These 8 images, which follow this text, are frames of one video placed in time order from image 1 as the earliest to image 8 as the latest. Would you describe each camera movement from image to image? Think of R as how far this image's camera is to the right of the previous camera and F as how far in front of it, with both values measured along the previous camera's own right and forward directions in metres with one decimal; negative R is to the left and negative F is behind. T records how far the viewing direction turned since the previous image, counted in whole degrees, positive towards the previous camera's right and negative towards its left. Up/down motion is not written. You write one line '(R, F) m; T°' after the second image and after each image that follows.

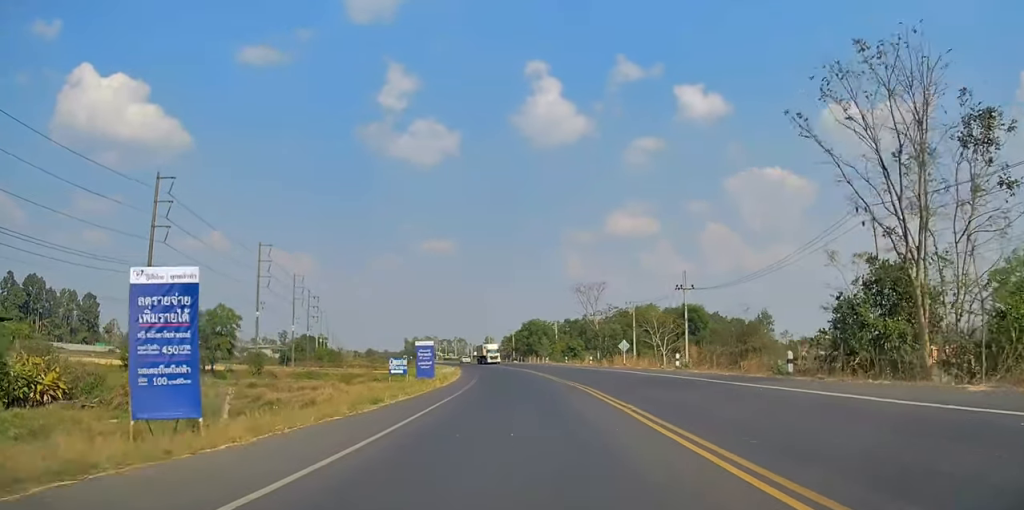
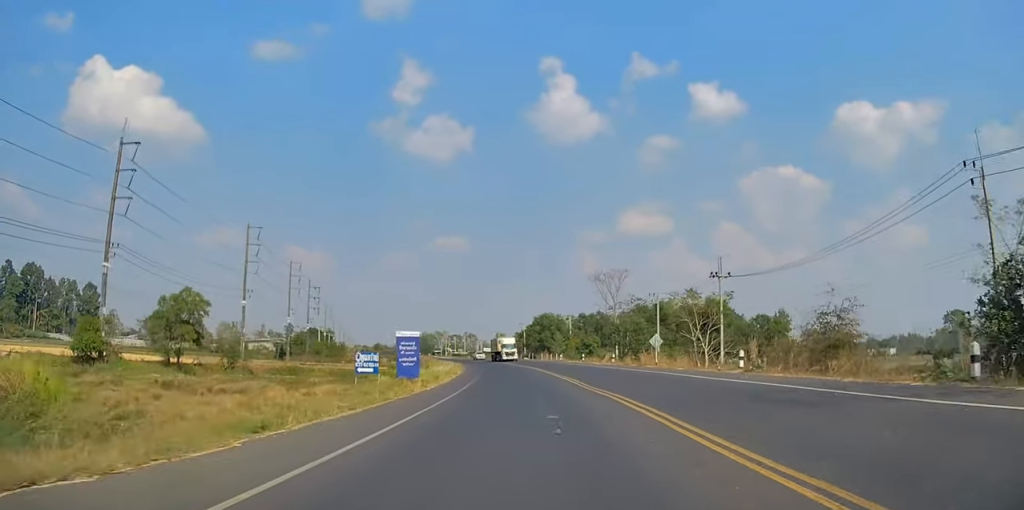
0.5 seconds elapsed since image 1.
(0.0, +9.8) m; -1°
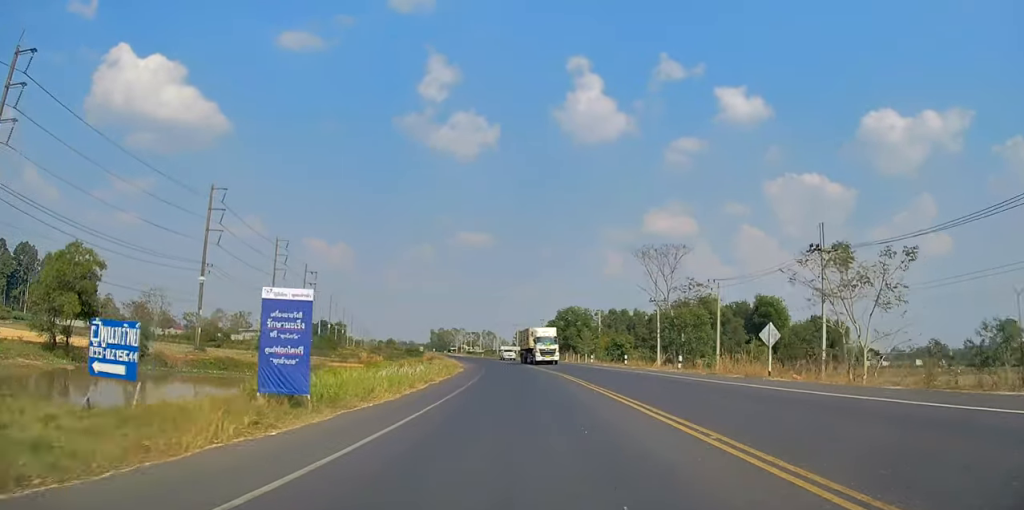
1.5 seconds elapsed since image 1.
(-0.2, +19.1) m; -1°
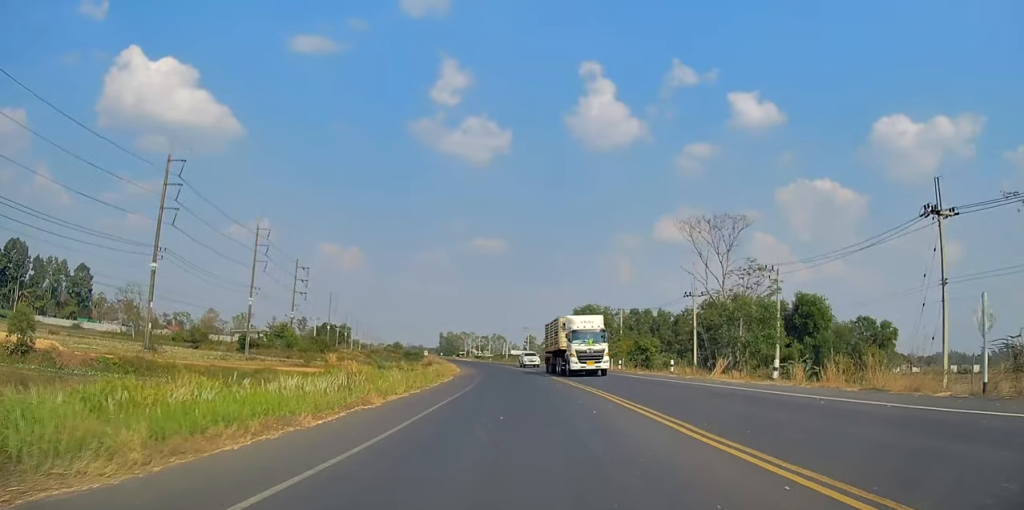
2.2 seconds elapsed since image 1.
(-0.1, +13.6) m; -1°
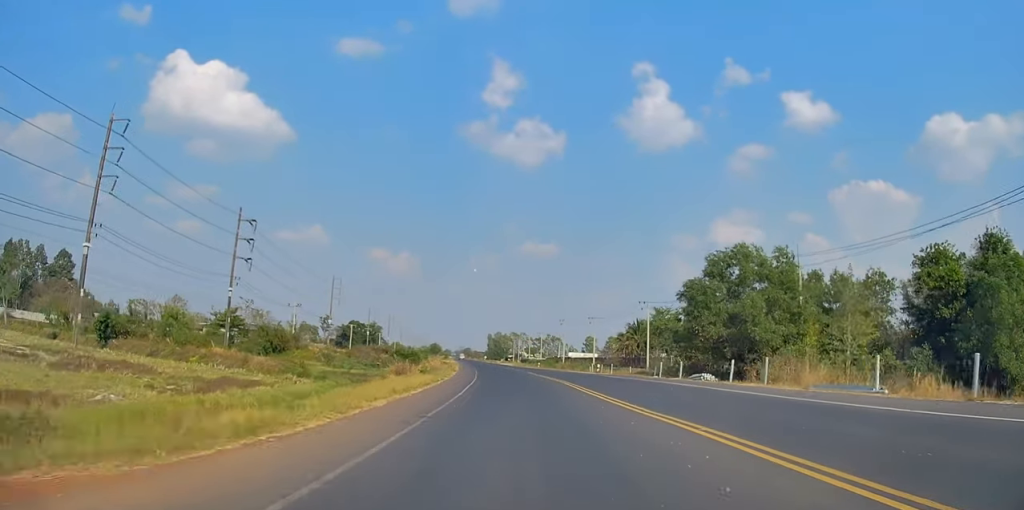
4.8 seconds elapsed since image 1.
(-2.8, +51.1) m; -7°
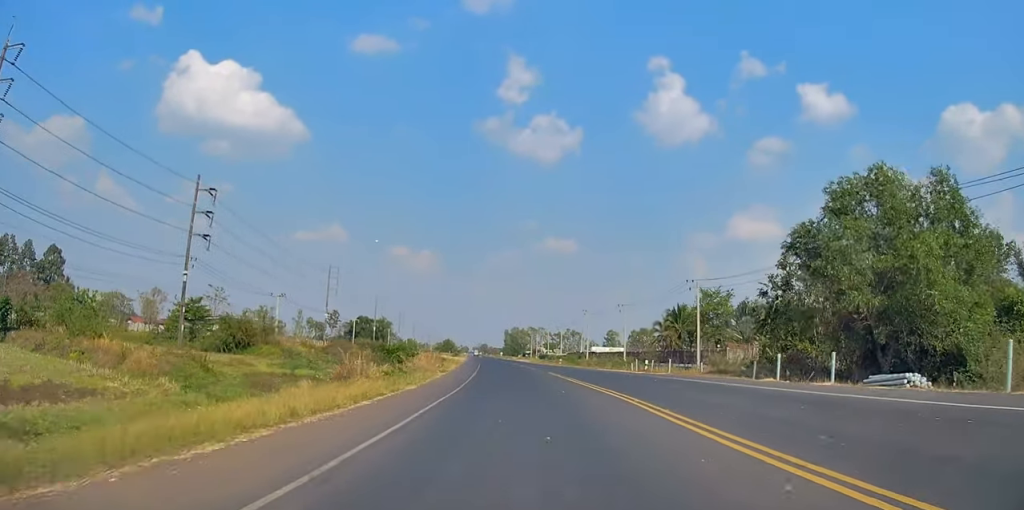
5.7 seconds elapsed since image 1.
(-0.2, +17.3) m; -2°
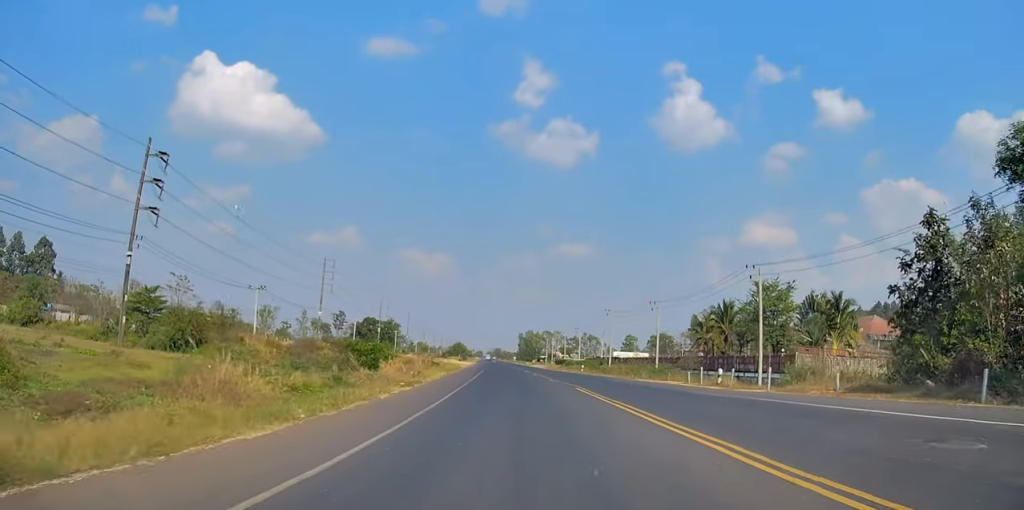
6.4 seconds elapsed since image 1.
(-0.3, +14.4) m; -1°
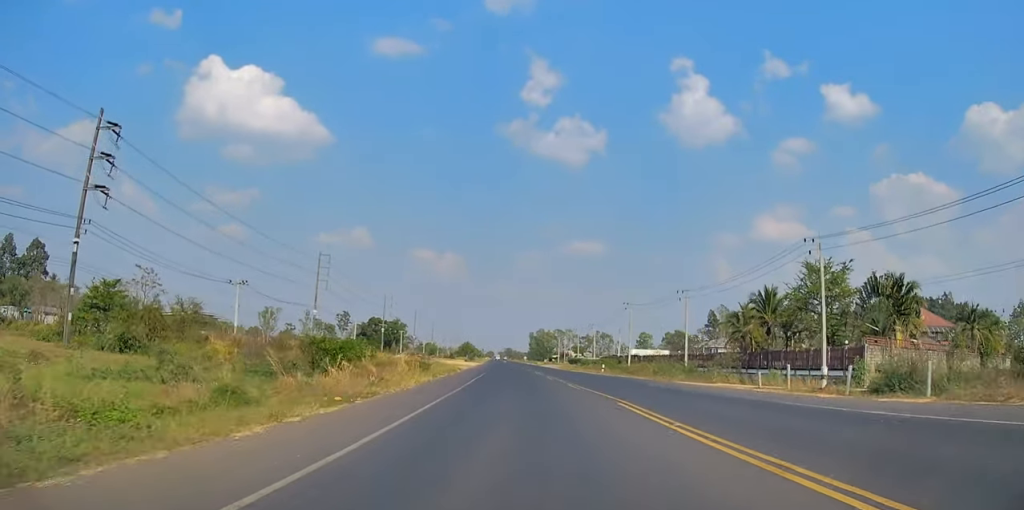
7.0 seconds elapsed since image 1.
(-0.1, +10.1) m; -1°
